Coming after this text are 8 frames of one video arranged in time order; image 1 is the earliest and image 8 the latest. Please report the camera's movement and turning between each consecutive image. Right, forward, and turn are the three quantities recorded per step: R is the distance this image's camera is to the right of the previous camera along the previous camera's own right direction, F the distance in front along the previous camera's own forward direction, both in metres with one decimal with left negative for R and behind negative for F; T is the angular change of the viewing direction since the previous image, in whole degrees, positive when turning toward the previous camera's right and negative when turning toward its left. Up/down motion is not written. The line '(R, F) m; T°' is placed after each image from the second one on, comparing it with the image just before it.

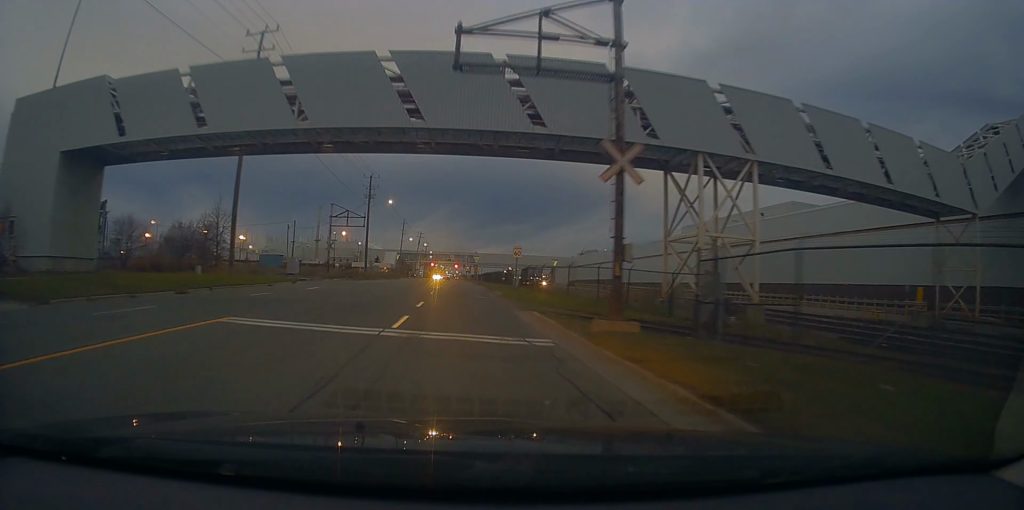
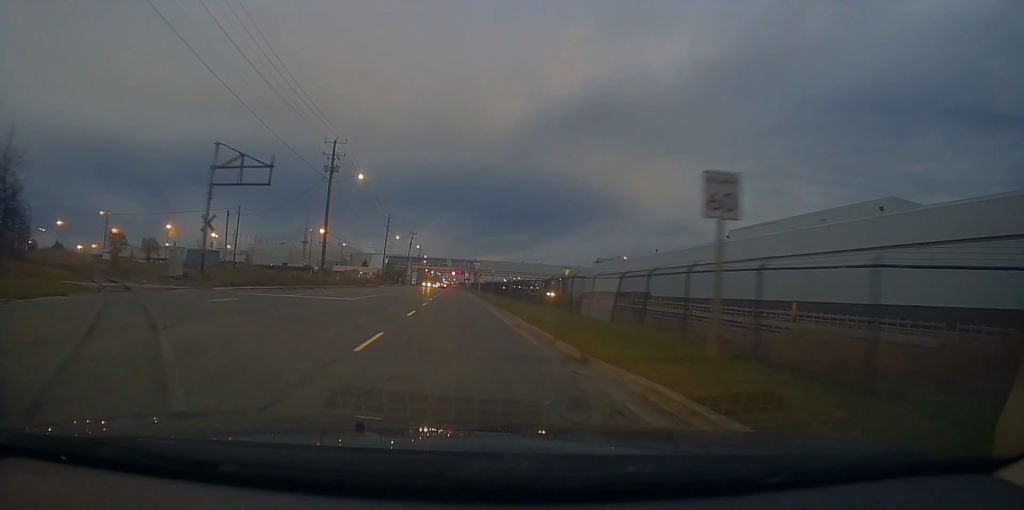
(+0.2, +29.9) m; +1°
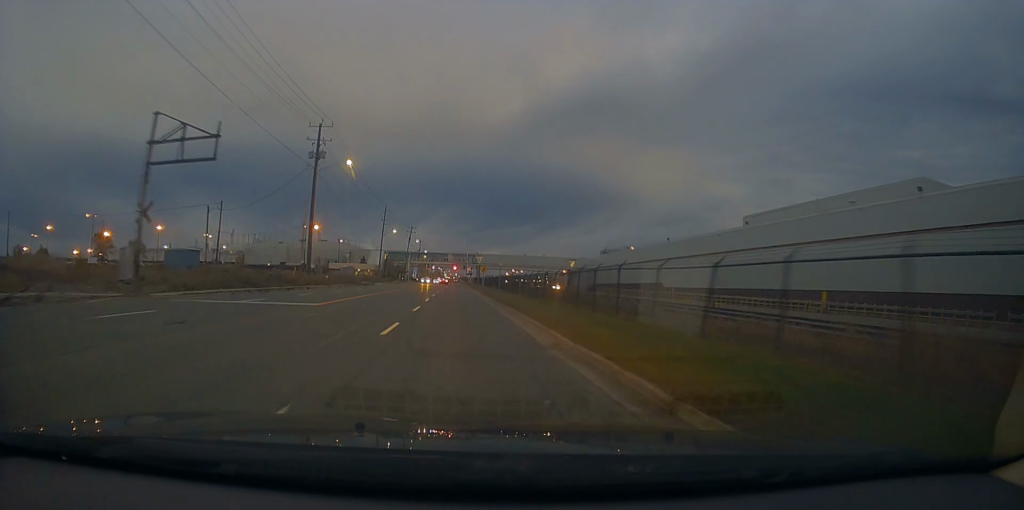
(-0.1, +7.0) m; +1°
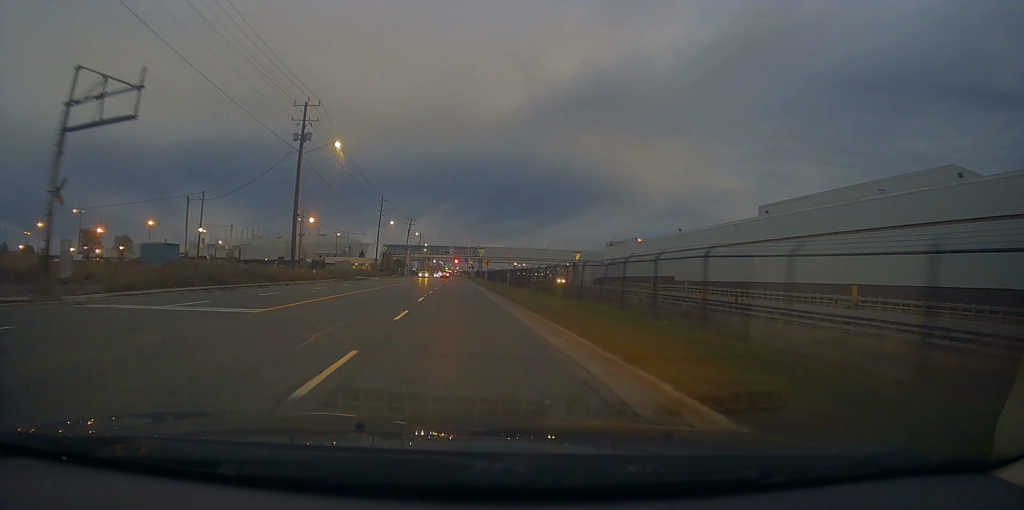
(+0.1, +6.4) m; 0°
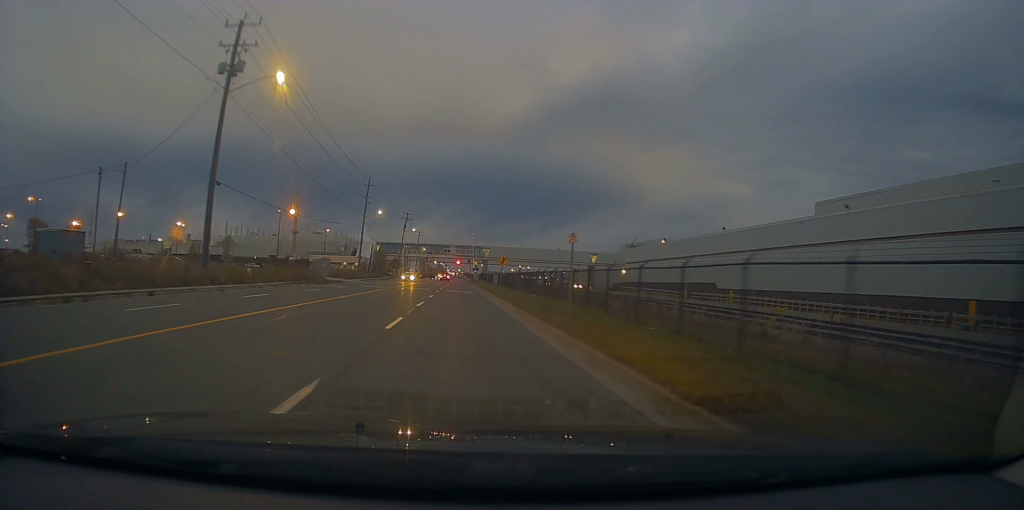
(+0.2, +19.8) m; 0°
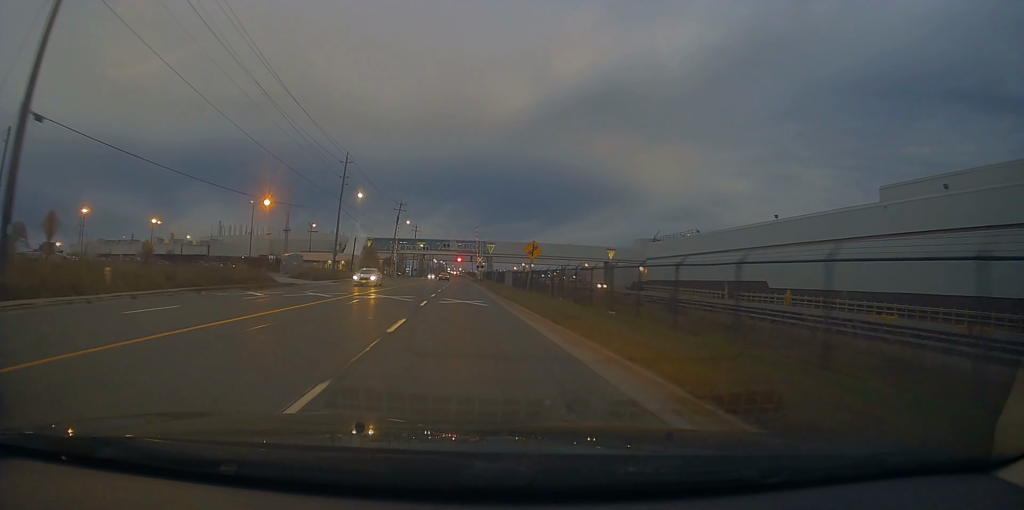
(-0.4, +17.8) m; -2°
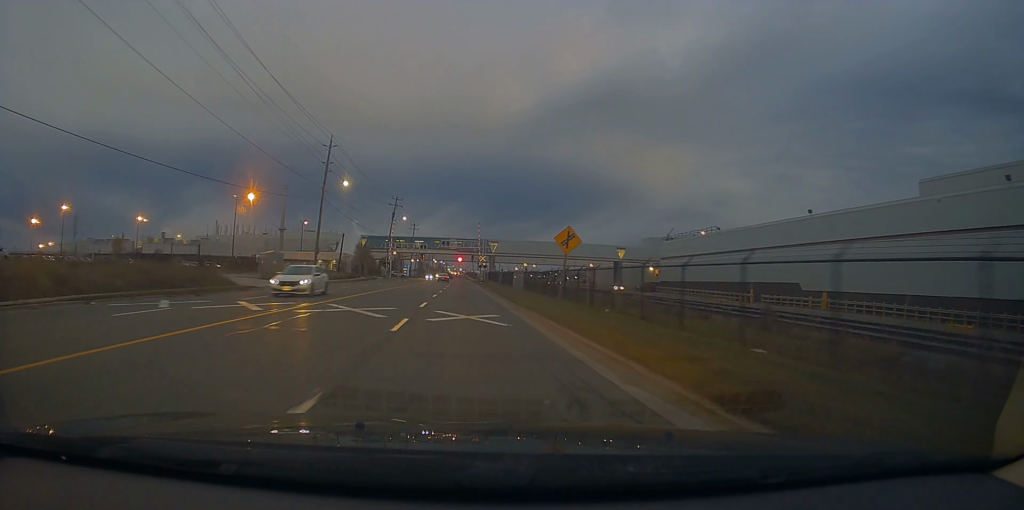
(-0.1, +9.0) m; 0°
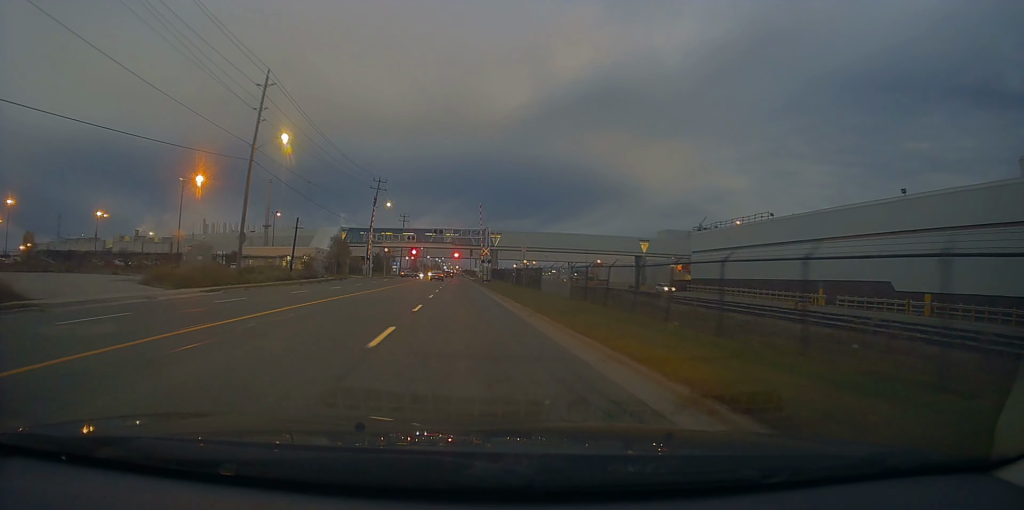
(+0.2, +20.0) m; 0°
